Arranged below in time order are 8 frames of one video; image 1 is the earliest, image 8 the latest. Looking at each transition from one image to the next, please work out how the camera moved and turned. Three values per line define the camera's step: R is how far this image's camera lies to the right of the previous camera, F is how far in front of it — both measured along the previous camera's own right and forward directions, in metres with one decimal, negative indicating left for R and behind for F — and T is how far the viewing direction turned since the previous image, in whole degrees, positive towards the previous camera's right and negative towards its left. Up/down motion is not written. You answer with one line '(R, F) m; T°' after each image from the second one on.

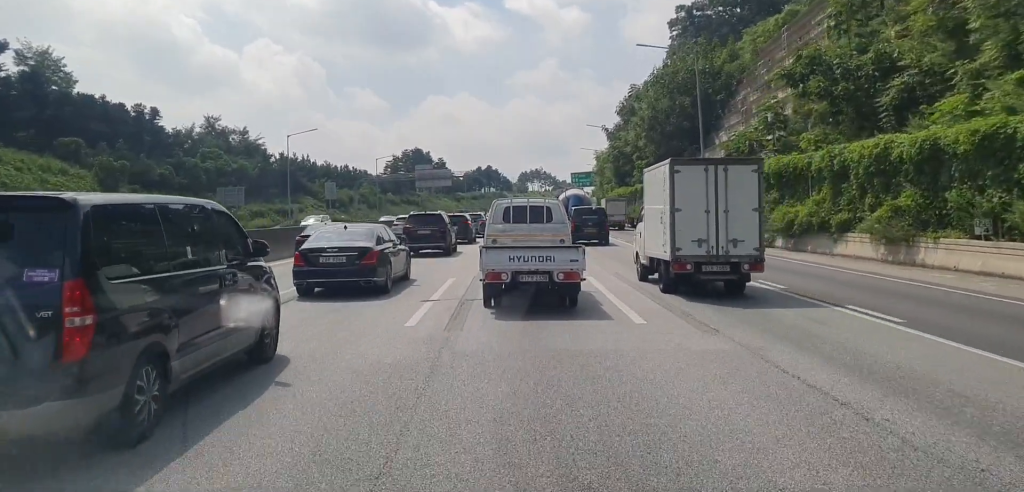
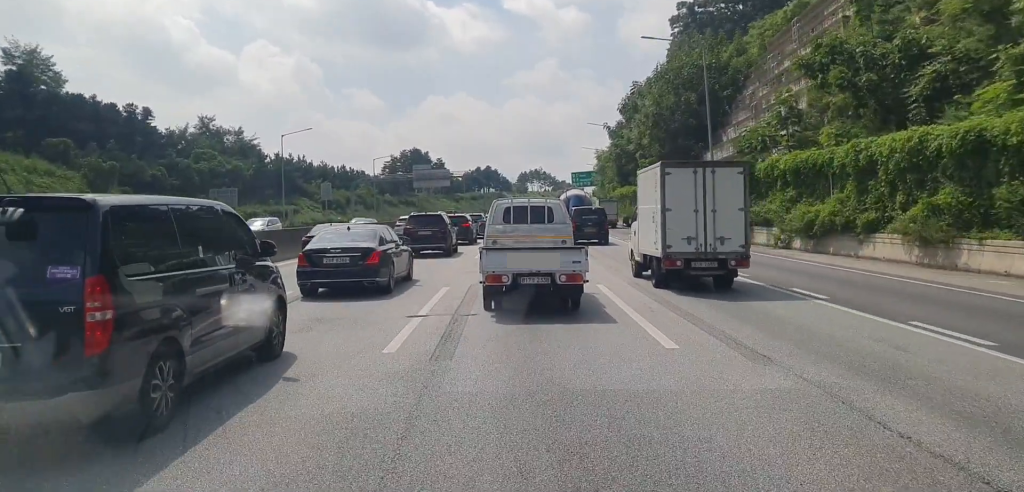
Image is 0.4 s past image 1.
(0.0, +2.1) m; +1°
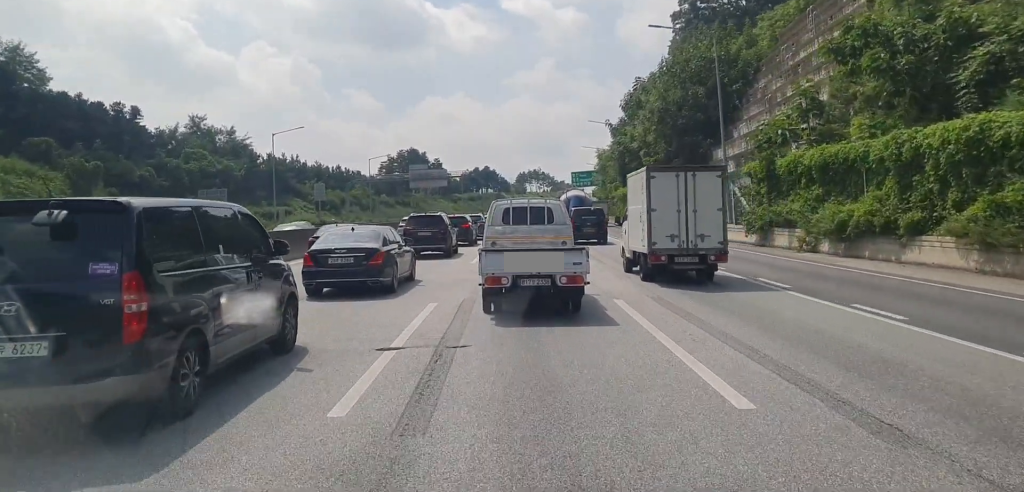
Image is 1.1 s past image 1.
(-0.1, +3.1) m; +3°
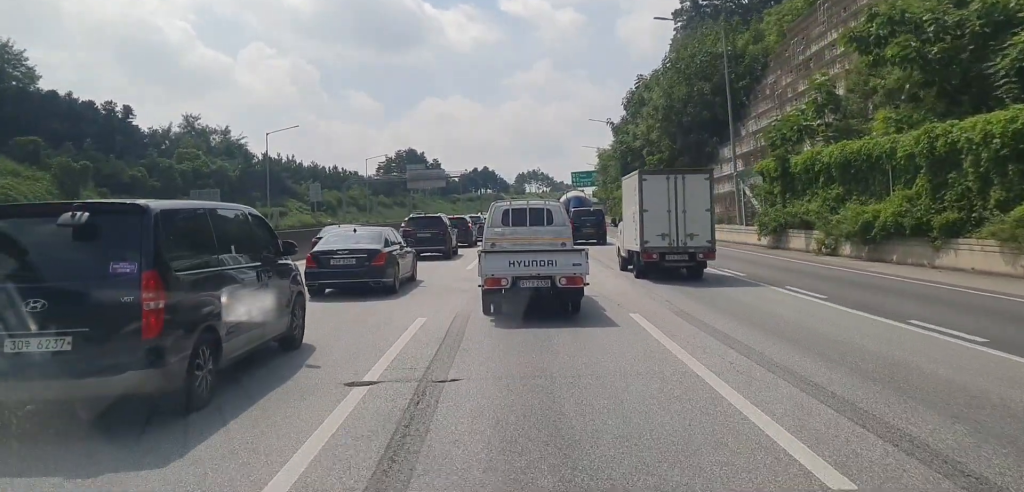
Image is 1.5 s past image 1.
(+0.2, +1.9) m; 0°
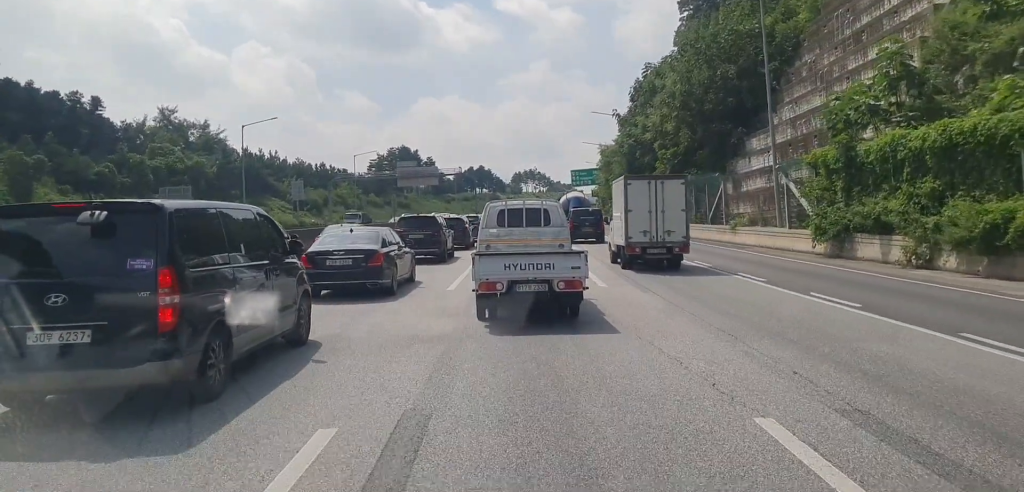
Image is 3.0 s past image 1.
(-0.1, +6.6) m; 0°
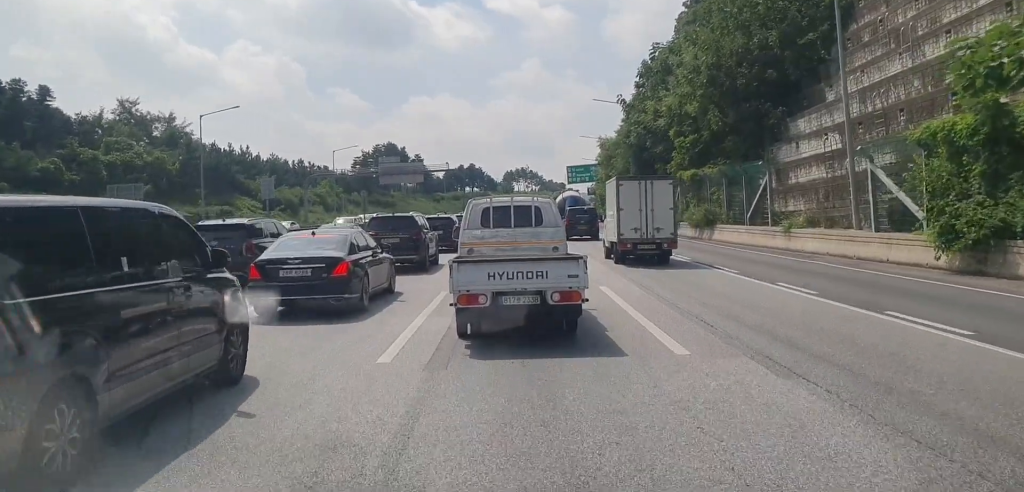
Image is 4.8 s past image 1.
(+0.4, +8.6) m; 0°
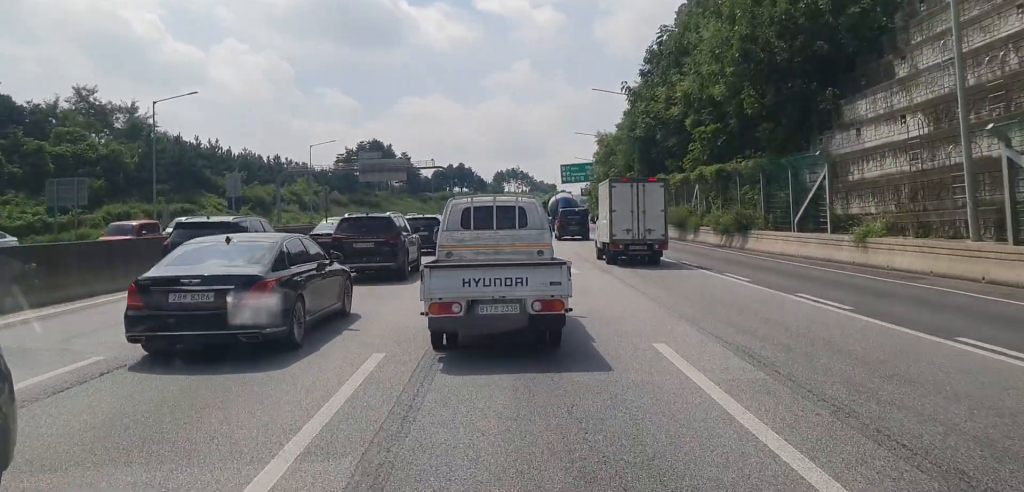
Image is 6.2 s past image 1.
(-0.4, +7.5) m; -2°
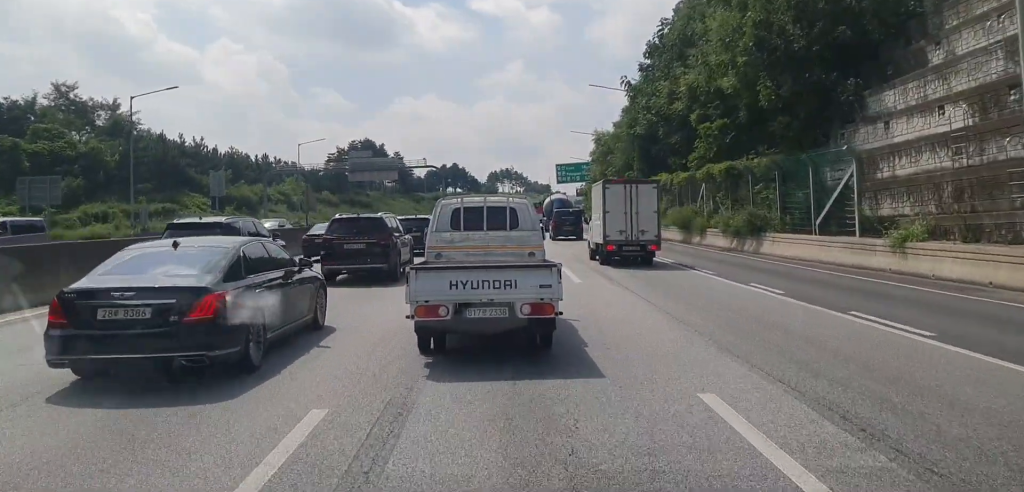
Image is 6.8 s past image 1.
(+0.1, +2.9) m; +1°
